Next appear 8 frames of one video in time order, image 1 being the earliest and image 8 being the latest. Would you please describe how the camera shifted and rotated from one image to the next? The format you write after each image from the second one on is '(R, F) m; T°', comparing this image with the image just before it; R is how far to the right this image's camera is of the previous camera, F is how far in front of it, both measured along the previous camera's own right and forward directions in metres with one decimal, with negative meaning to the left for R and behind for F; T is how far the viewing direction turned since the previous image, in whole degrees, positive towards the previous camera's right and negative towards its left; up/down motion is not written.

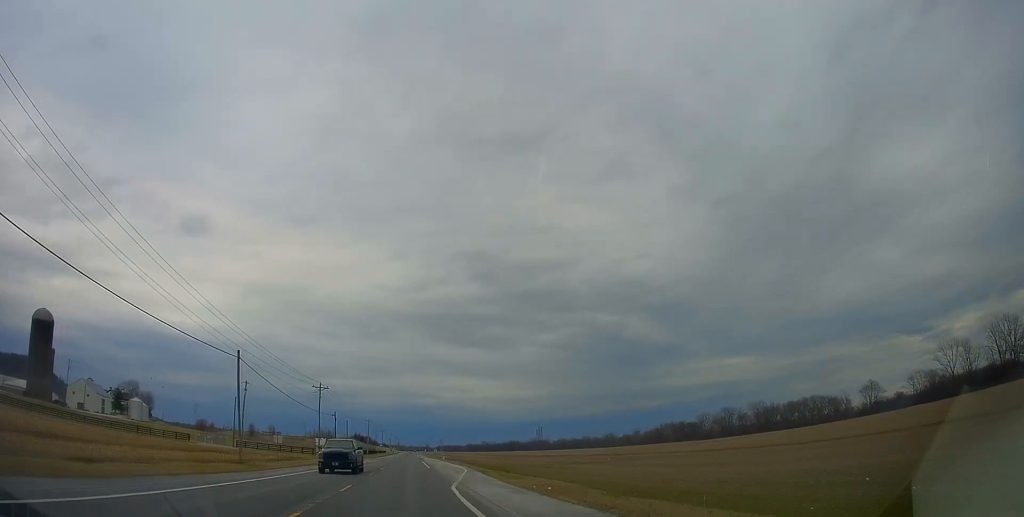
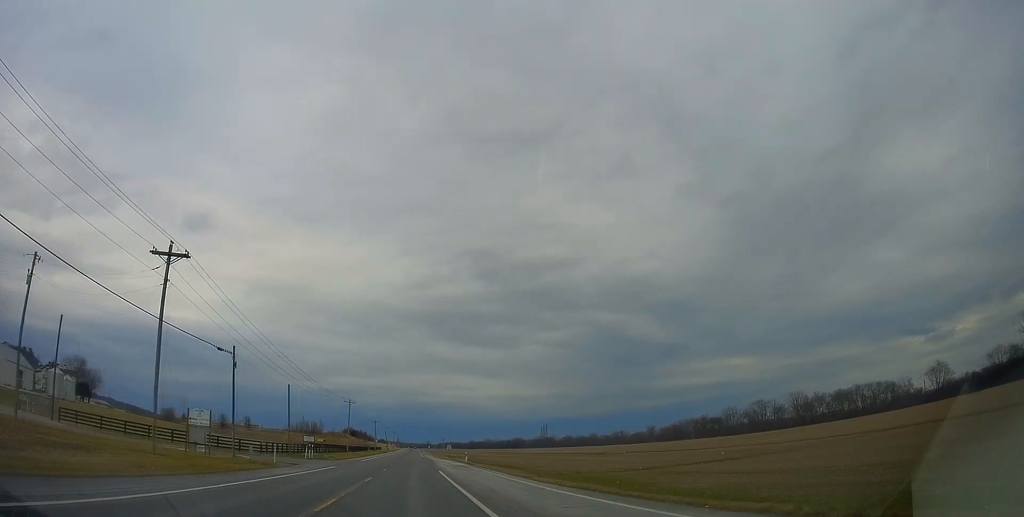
(-0.6, +49.6) m; 0°
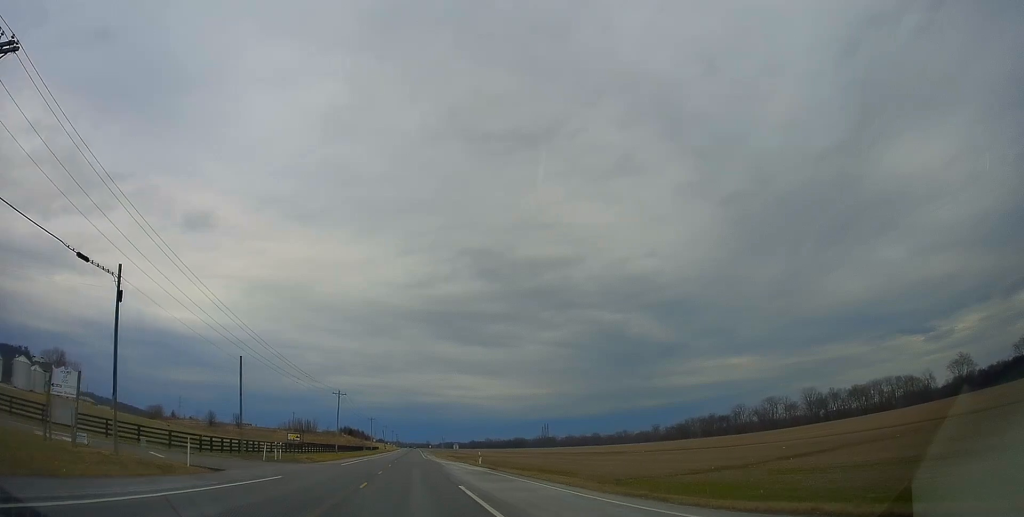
(+0.2, +13.6) m; 0°
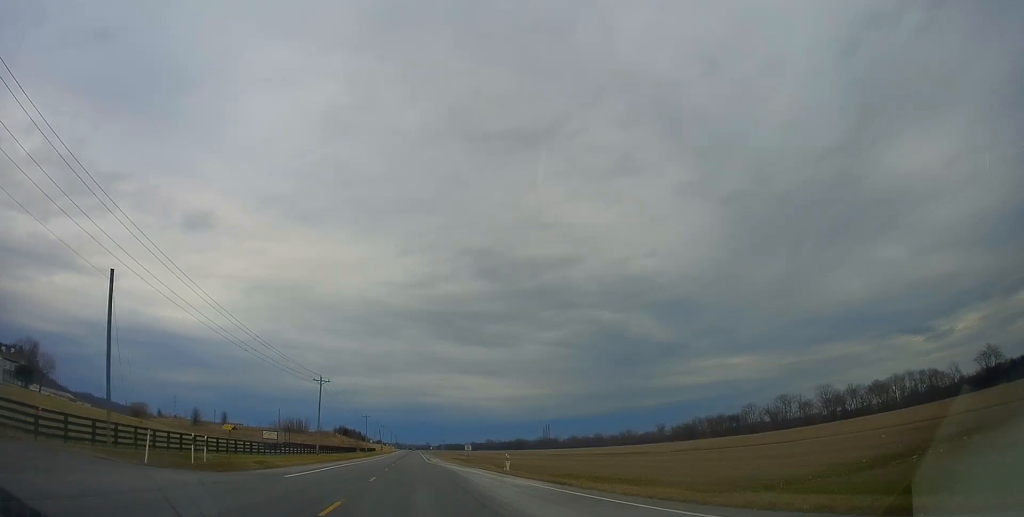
(0.0, +15.8) m; -1°
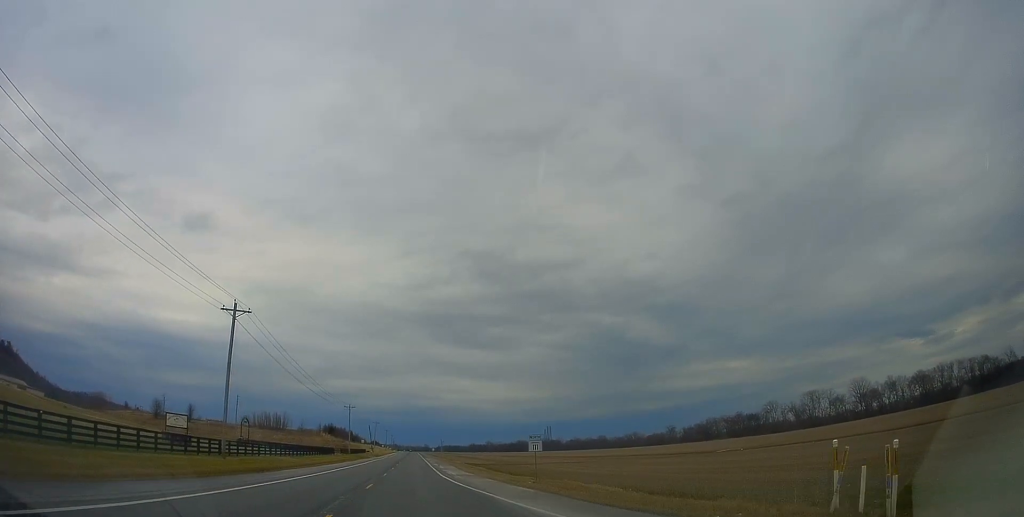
(-0.7, +33.7) m; -1°
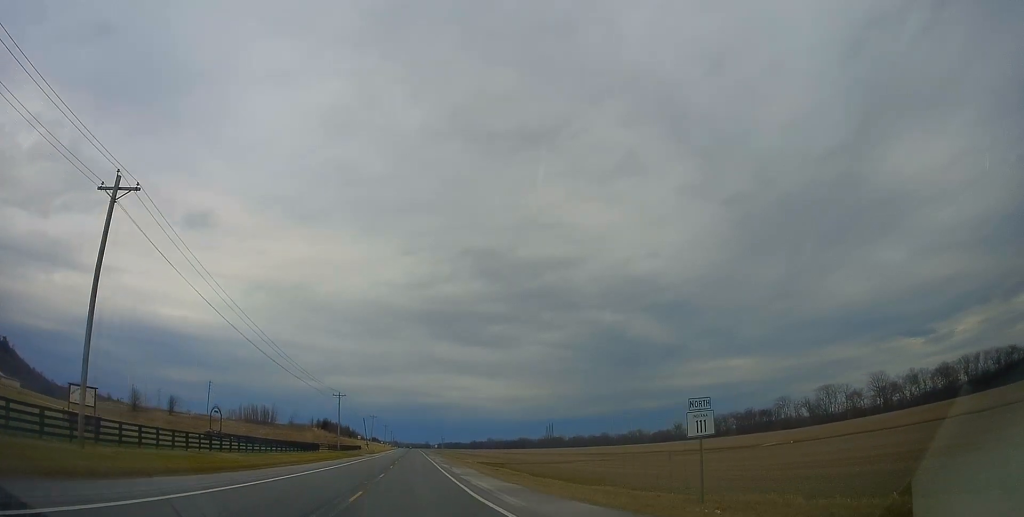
(+0.2, +17.4) m; +1°
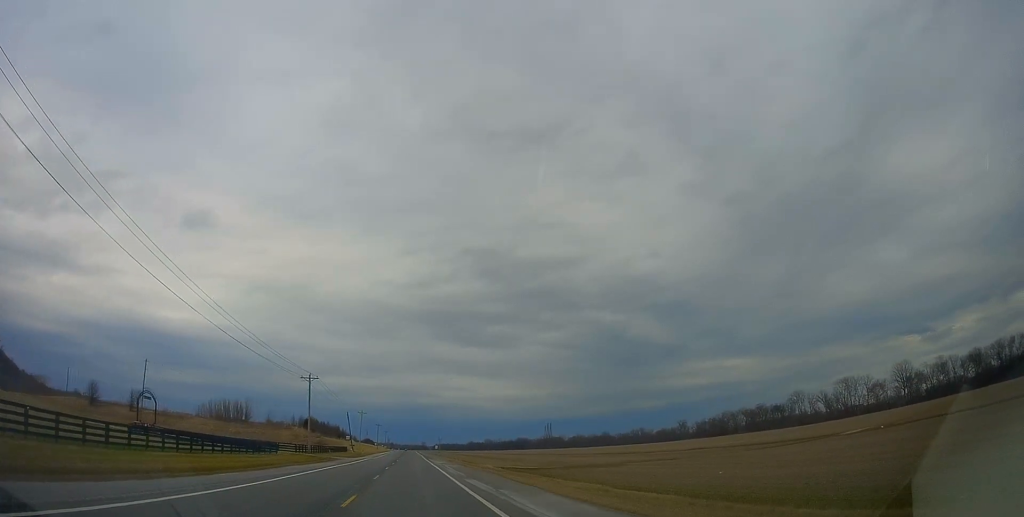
(+0.3, +25.3) m; +1°
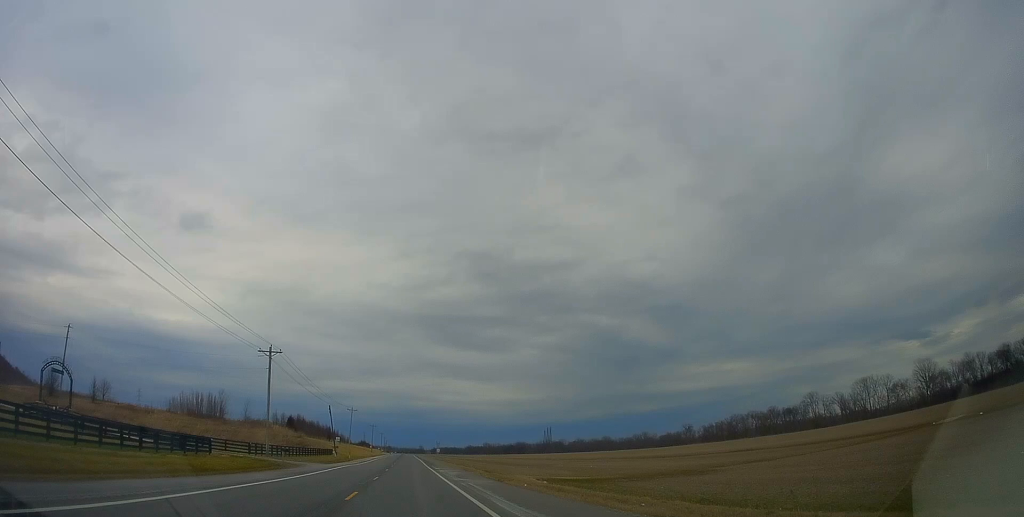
(+0.1, +20.7) m; 0°
